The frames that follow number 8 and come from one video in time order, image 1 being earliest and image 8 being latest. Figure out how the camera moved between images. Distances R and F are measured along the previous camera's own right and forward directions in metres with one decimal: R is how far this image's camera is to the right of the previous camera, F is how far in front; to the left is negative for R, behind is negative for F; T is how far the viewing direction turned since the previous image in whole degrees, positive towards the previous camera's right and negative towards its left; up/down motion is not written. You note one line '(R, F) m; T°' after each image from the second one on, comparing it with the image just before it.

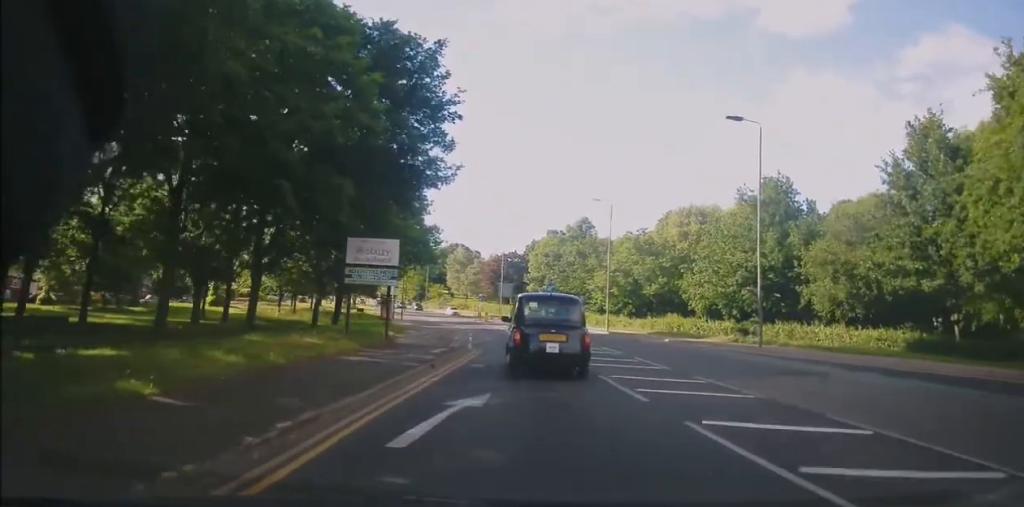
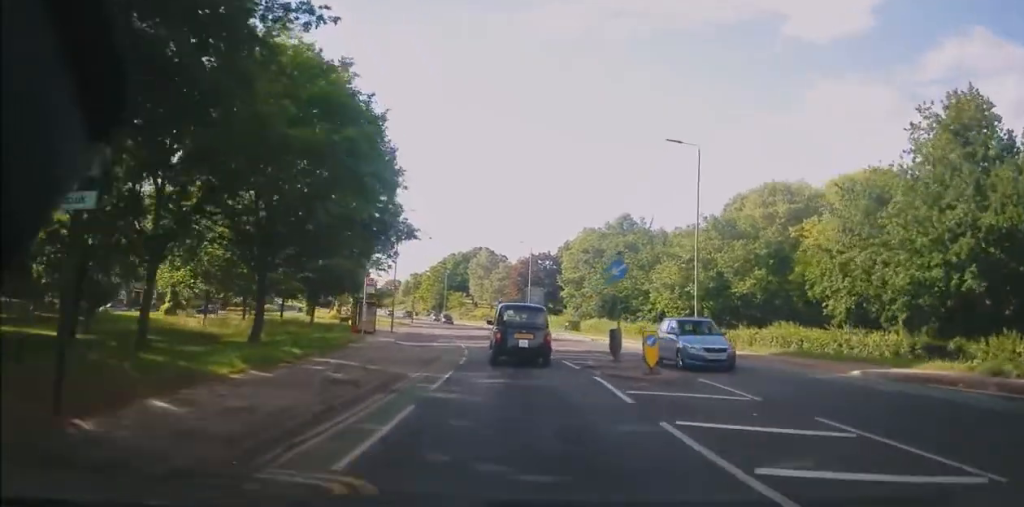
(-0.8, +17.3) m; -4°
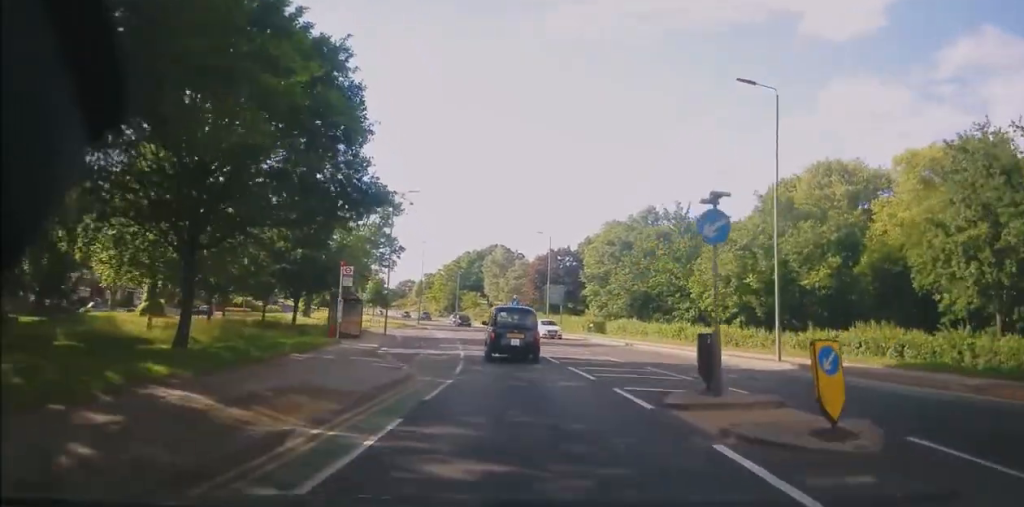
(0.0, +7.6) m; -2°
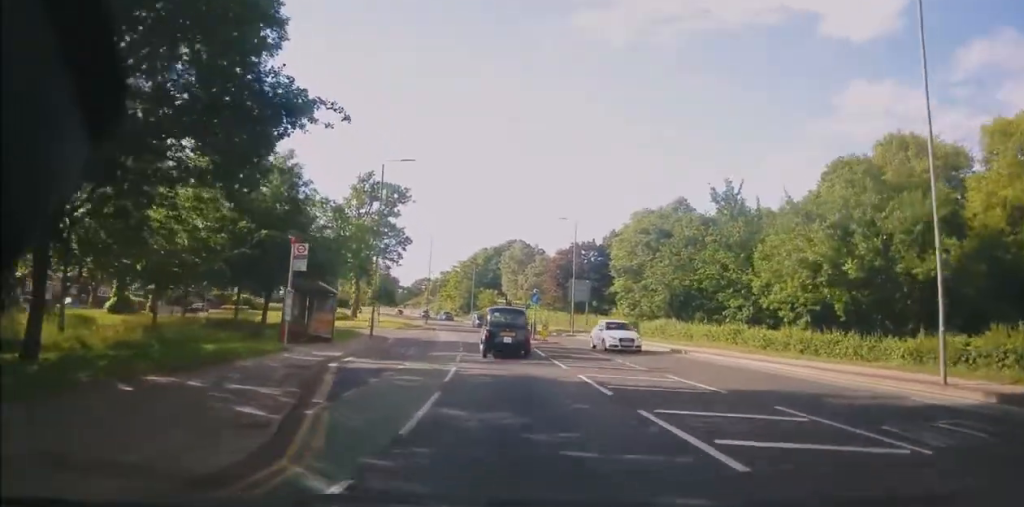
(-0.2, +8.3) m; -3°
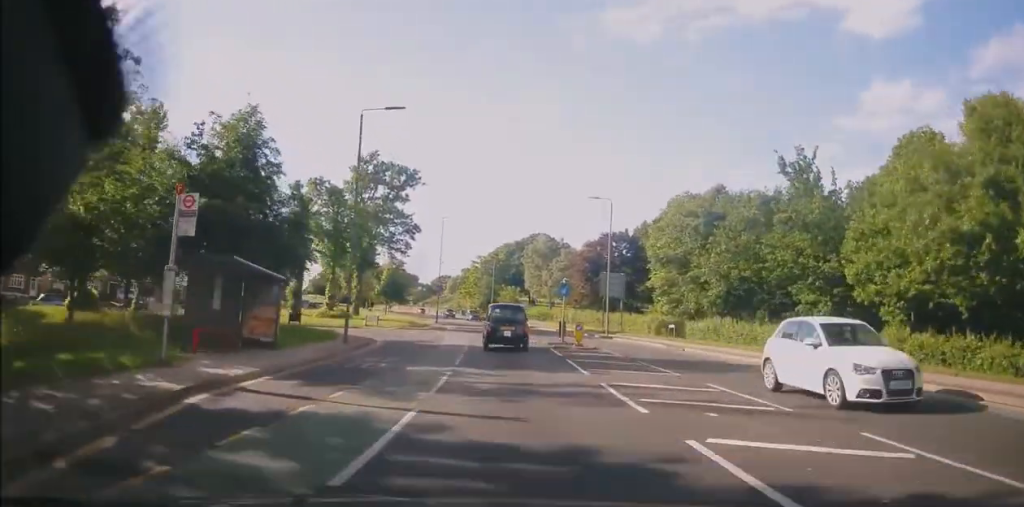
(-0.2, +8.5) m; -2°
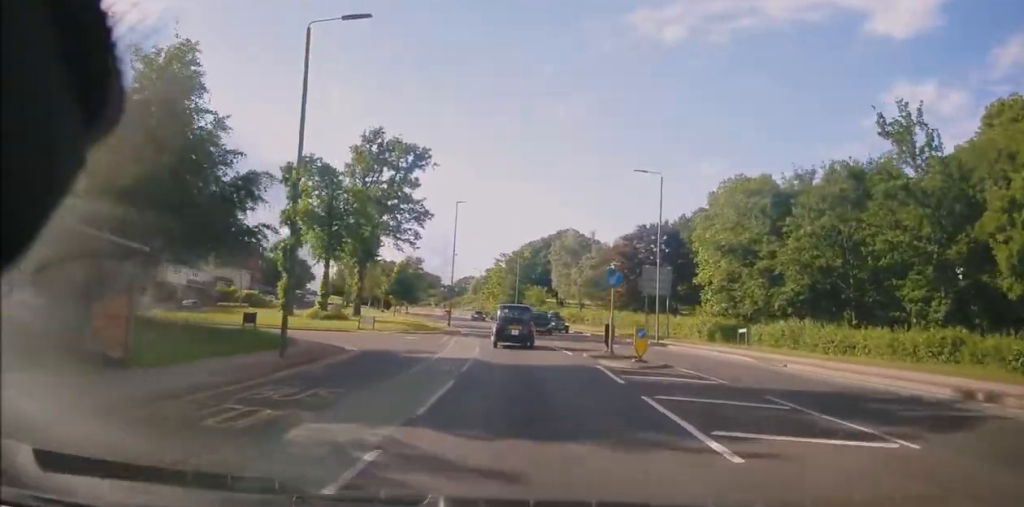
(-0.2, +8.7) m; -1°
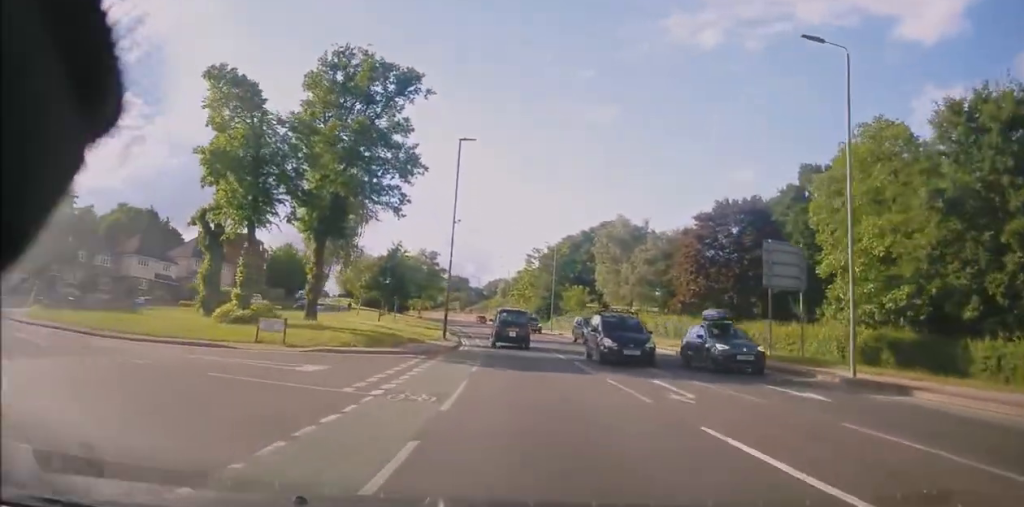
(-0.3, +19.2) m; -3°
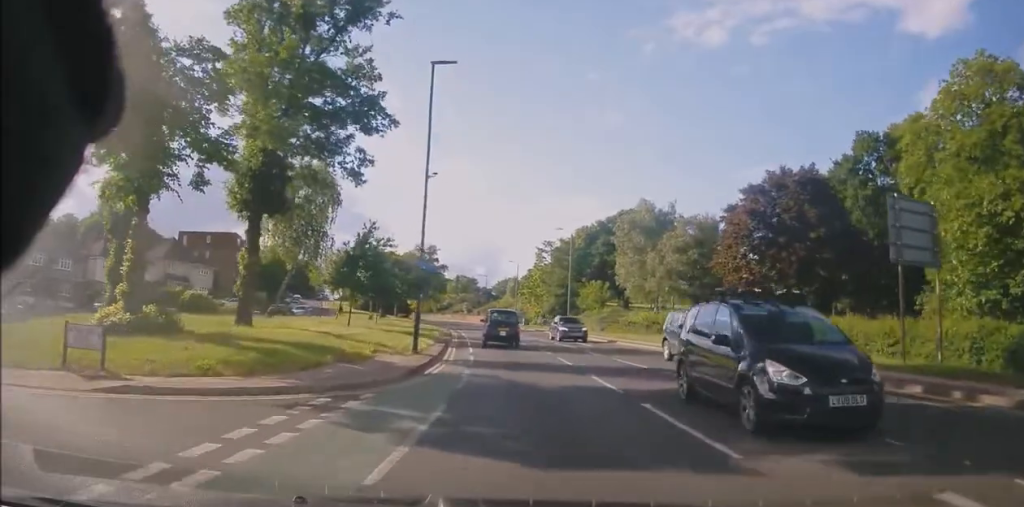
(-0.2, +10.4) m; -2°
